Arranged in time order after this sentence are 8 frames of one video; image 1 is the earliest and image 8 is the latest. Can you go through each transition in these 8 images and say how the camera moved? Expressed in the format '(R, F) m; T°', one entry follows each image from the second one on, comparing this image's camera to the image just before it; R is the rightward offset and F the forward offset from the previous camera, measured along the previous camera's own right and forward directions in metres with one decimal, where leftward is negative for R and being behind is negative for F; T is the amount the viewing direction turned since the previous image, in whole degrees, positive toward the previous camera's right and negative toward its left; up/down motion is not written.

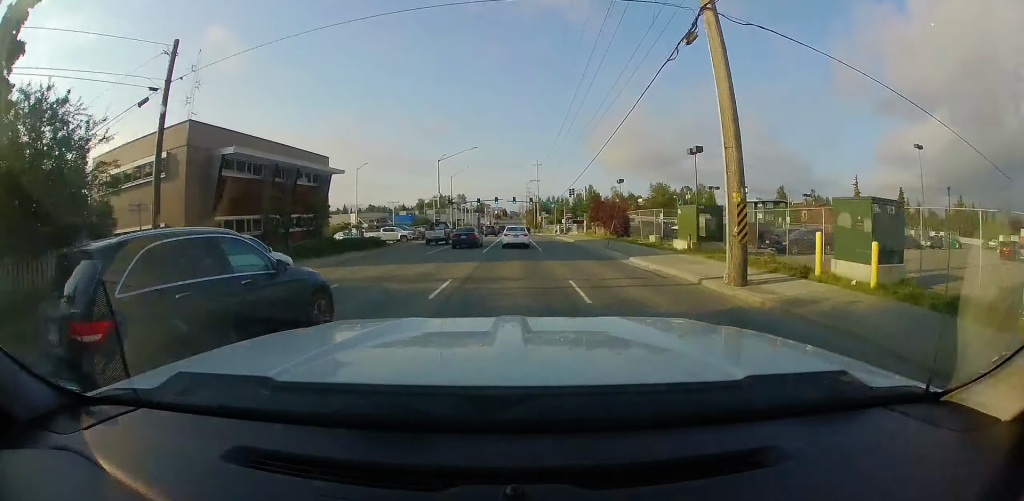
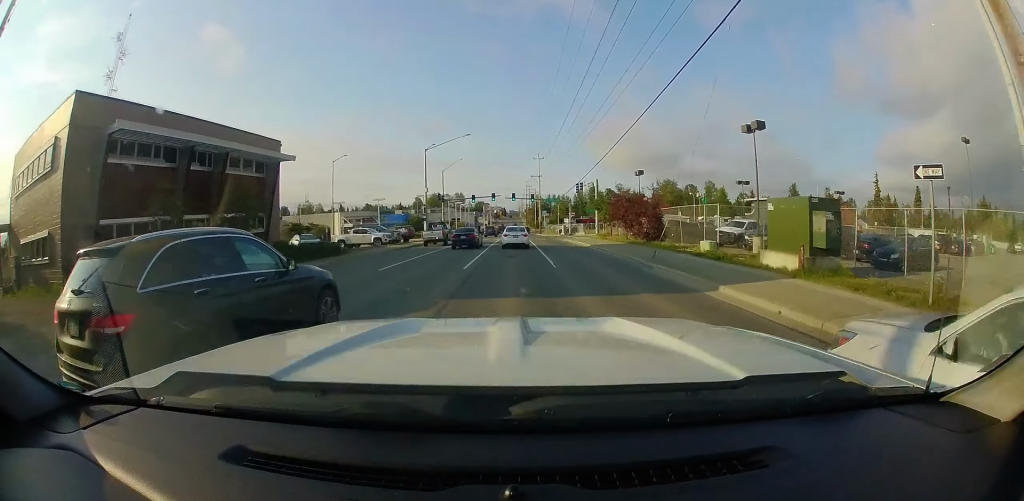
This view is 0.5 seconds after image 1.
(0.0, +8.3) m; 0°
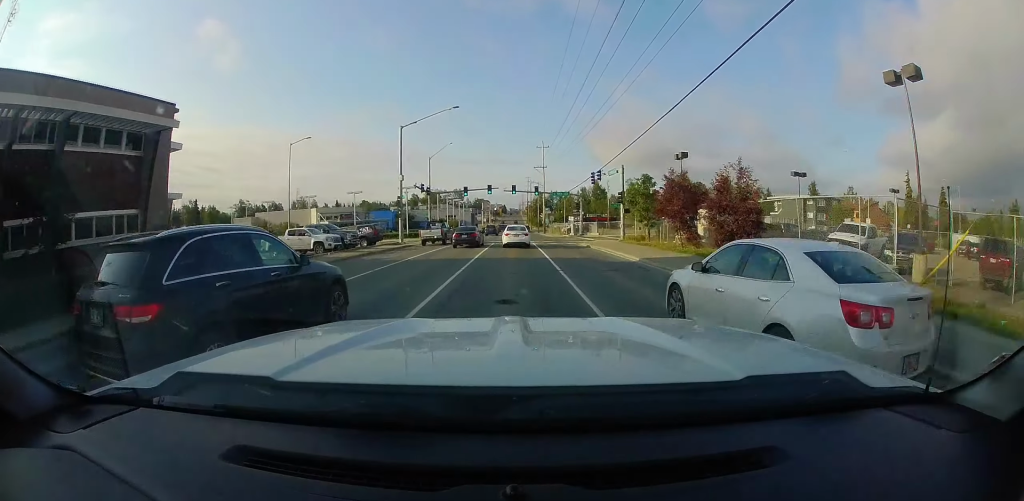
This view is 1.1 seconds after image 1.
(0.0, +11.3) m; 0°
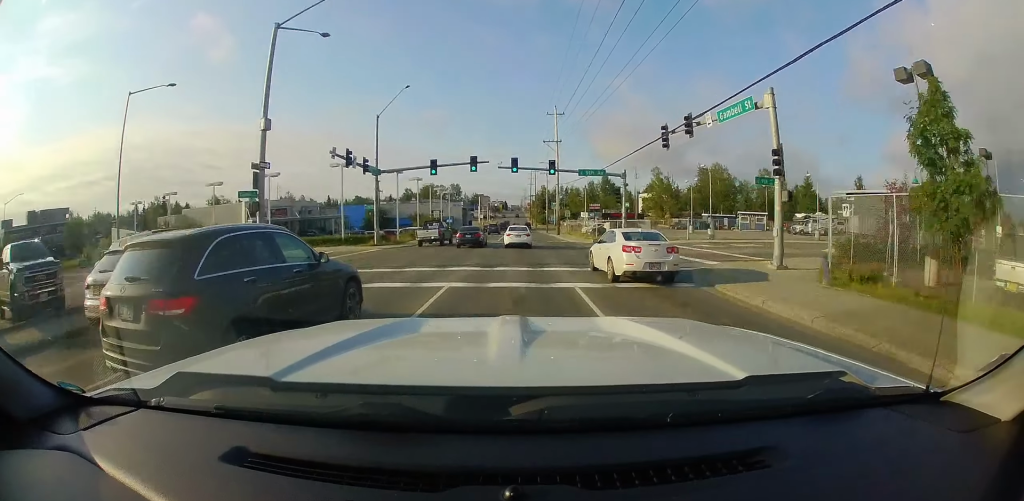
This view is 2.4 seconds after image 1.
(0.0, +22.9) m; -1°
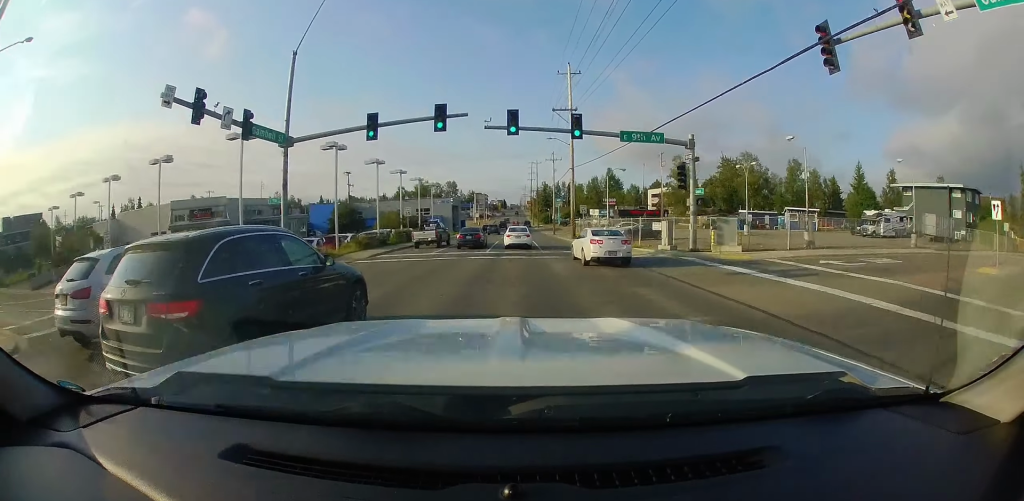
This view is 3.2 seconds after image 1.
(-0.2, +14.6) m; +1°
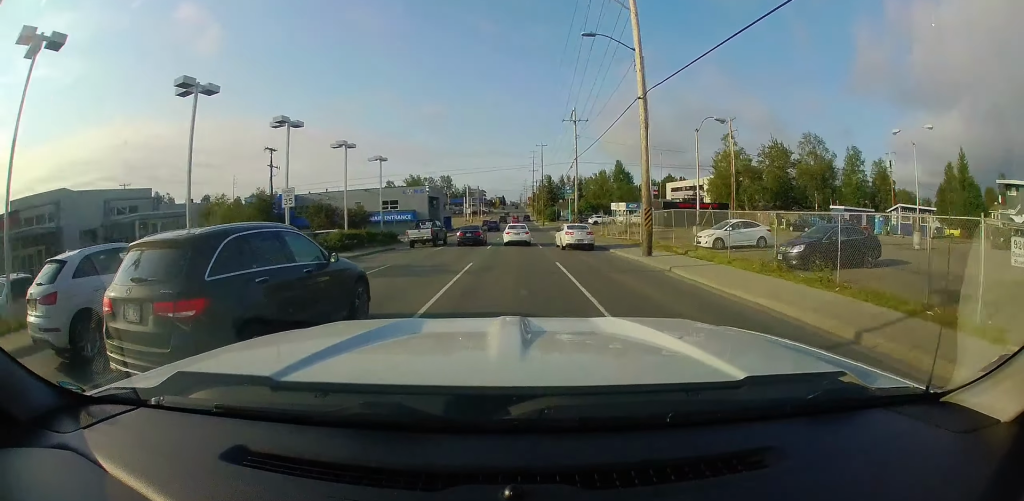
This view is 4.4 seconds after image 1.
(+0.6, +22.8) m; +2°
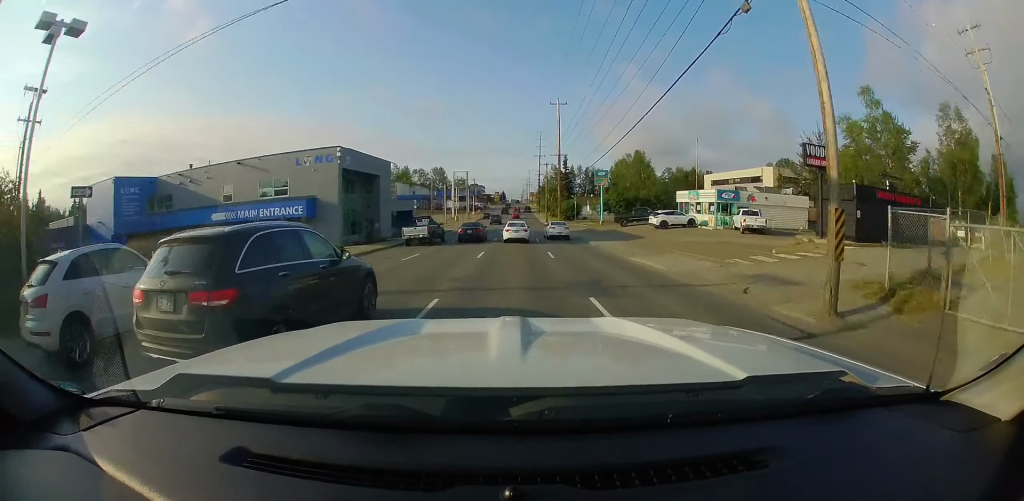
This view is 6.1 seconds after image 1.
(0.0, +31.9) m; -1°
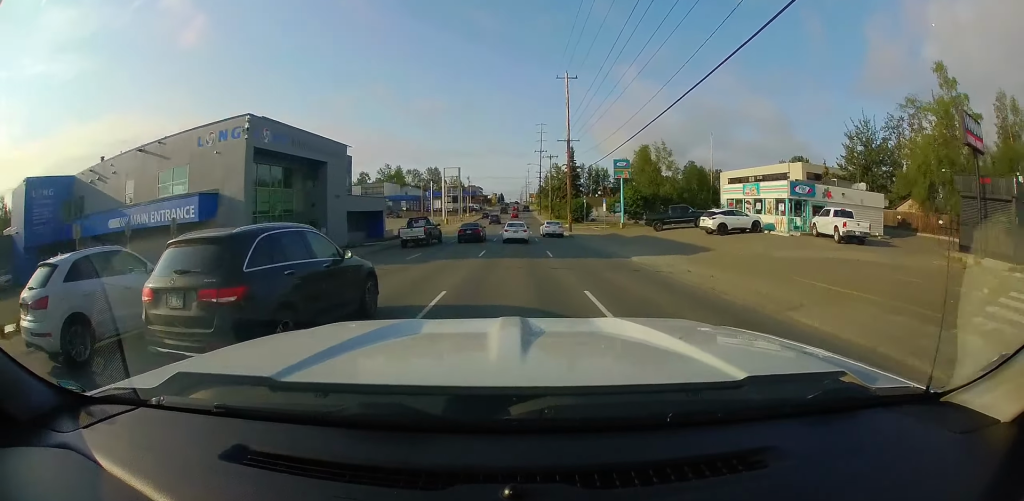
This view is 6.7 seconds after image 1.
(-0.1, +11.3) m; -1°
